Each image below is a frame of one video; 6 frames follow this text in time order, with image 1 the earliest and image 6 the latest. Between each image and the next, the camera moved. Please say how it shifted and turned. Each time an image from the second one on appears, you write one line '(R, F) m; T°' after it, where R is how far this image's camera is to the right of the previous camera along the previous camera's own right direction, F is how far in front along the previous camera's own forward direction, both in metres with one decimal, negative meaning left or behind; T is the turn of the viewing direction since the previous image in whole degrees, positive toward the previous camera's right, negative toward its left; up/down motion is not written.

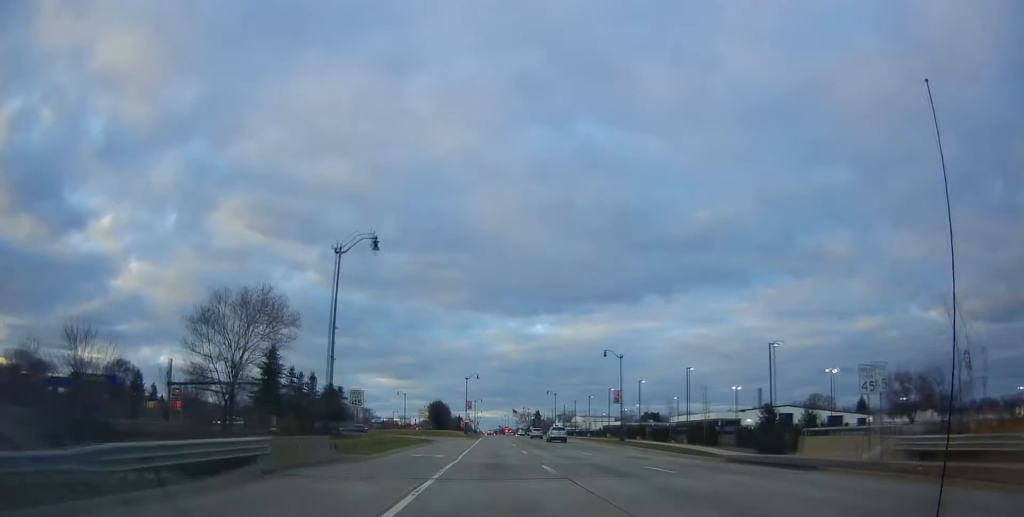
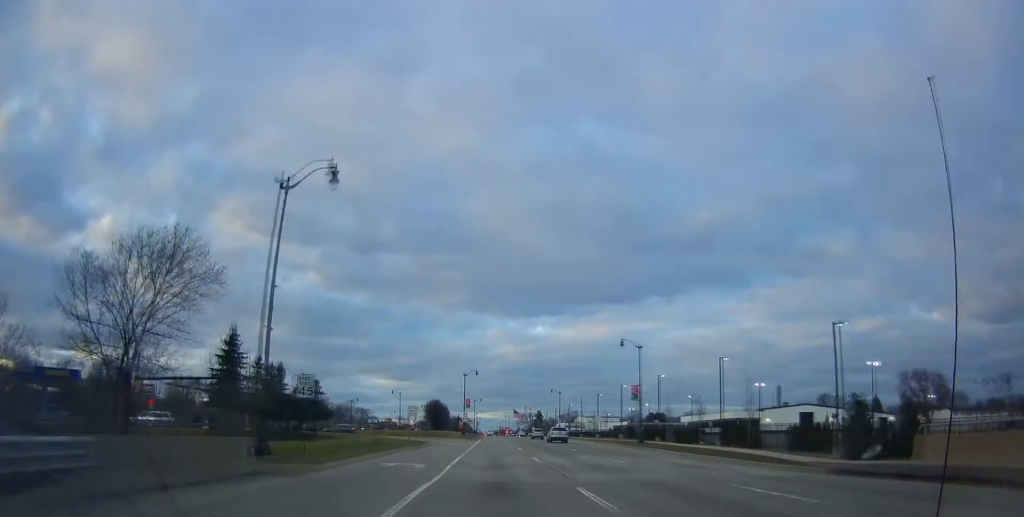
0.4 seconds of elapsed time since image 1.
(+0.3, +9.1) m; +1°
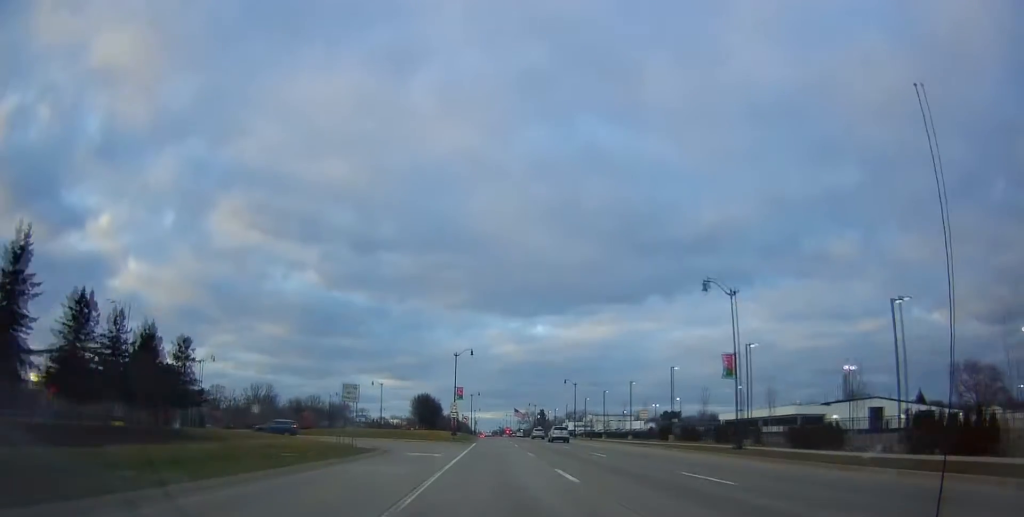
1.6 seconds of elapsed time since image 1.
(-0.3, +25.6) m; 0°
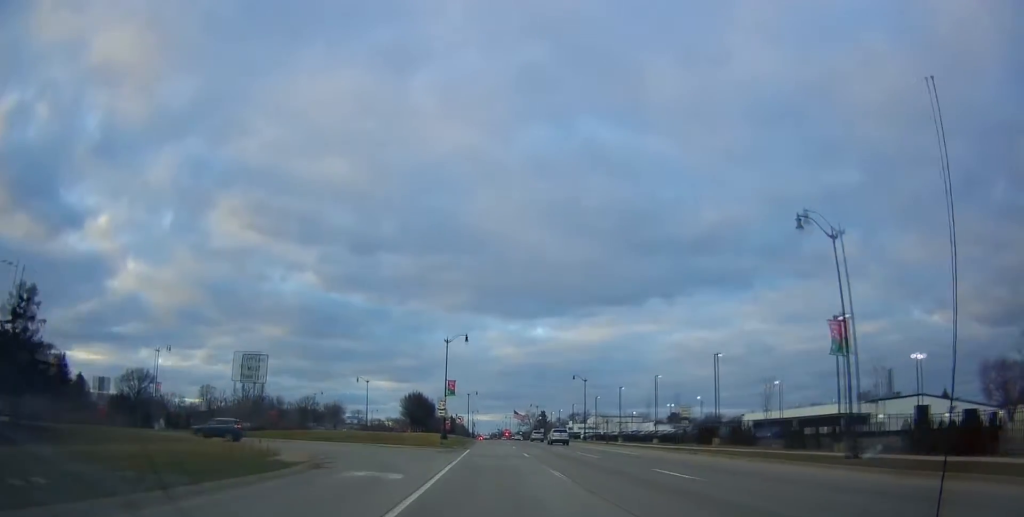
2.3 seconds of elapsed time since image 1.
(+0.3, +13.5) m; -1°
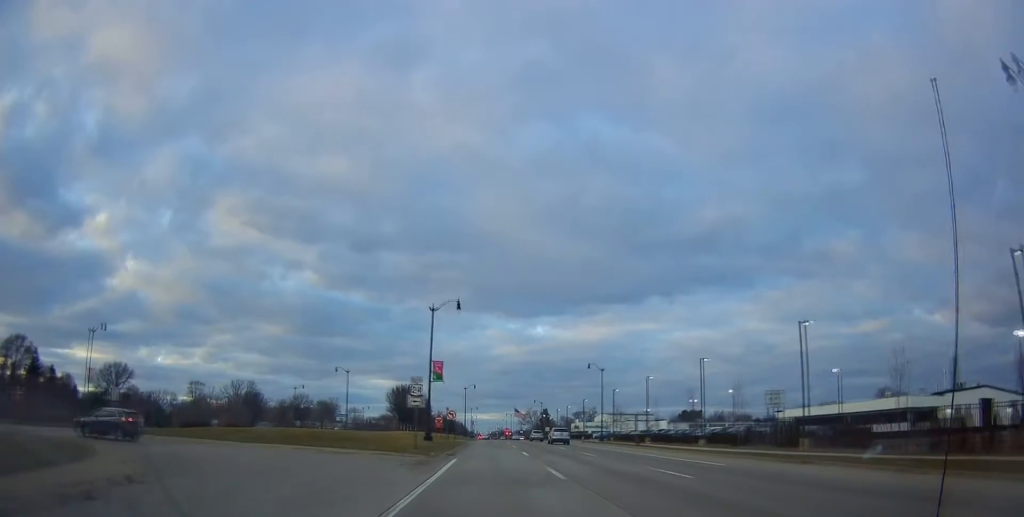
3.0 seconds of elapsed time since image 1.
(-0.3, +15.6) m; 0°
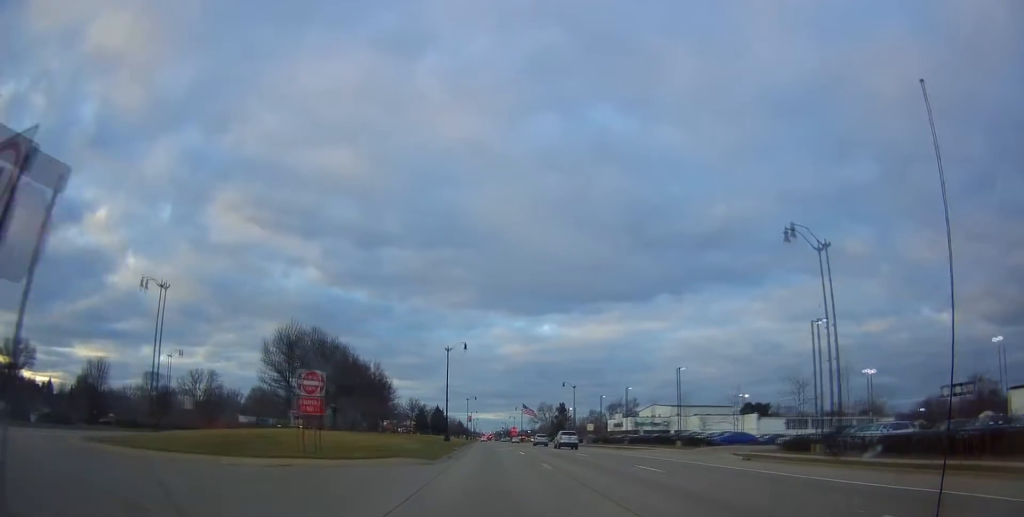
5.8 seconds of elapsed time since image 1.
(+1.2, +59.4) m; +1°
